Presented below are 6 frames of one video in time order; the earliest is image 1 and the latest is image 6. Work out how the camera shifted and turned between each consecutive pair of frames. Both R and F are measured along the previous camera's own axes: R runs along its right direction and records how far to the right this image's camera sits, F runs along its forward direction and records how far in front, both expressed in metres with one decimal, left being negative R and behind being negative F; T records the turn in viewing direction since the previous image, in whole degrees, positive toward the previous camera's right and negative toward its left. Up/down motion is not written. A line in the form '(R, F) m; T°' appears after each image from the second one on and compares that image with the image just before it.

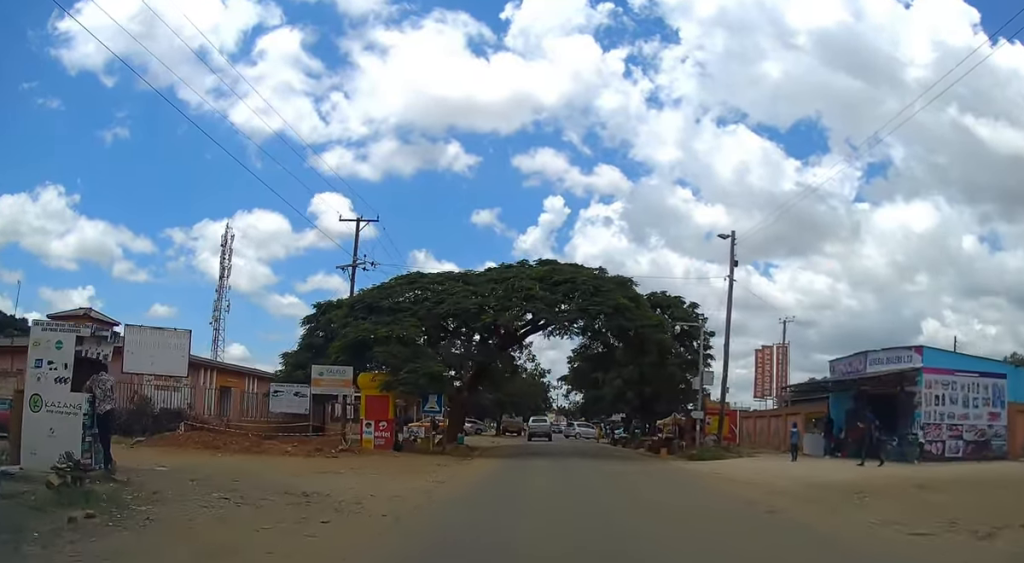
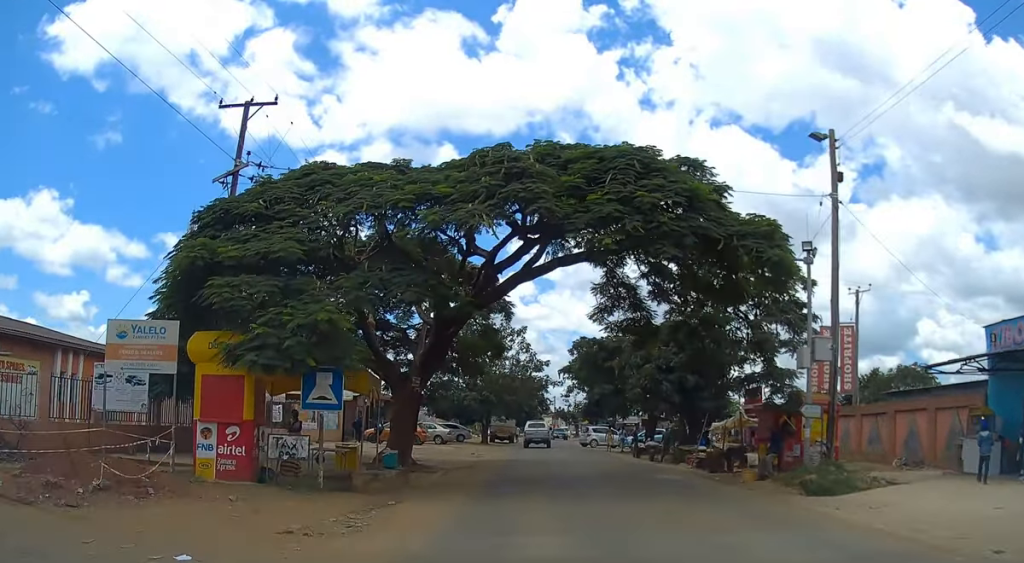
(+0.2, +13.1) m; +2°
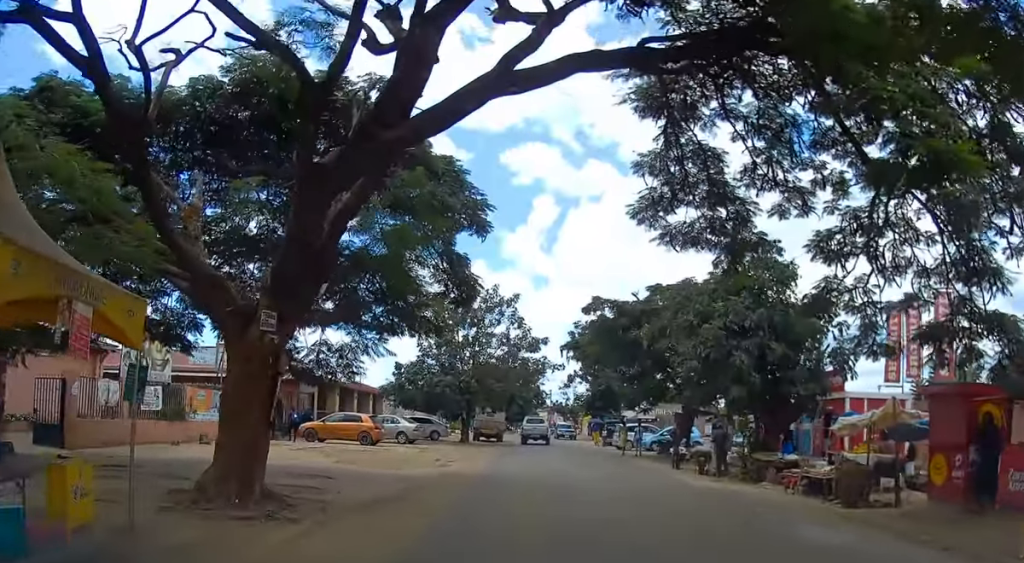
(0.0, +11.7) m; -2°
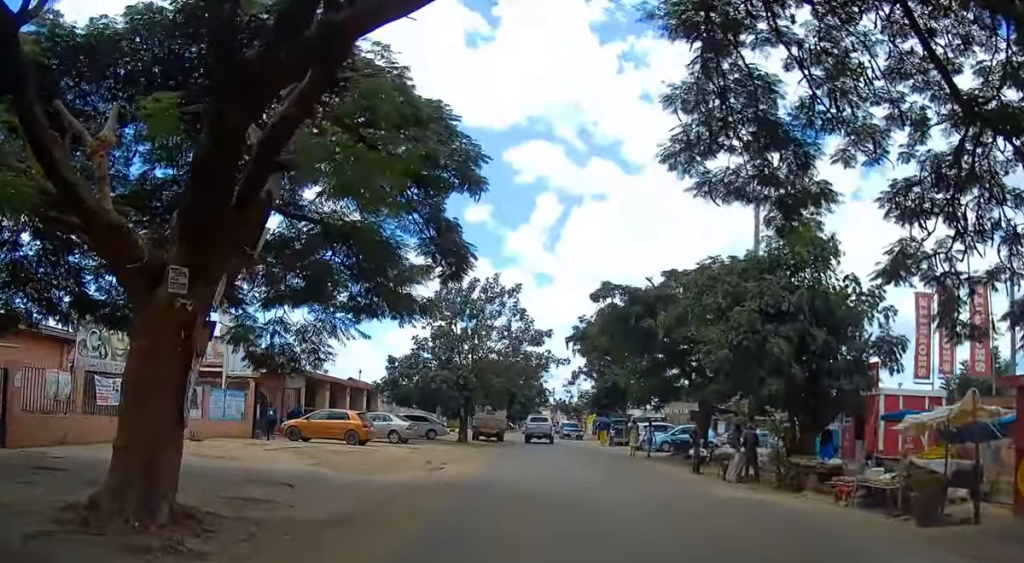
(0.0, +2.8) m; 0°
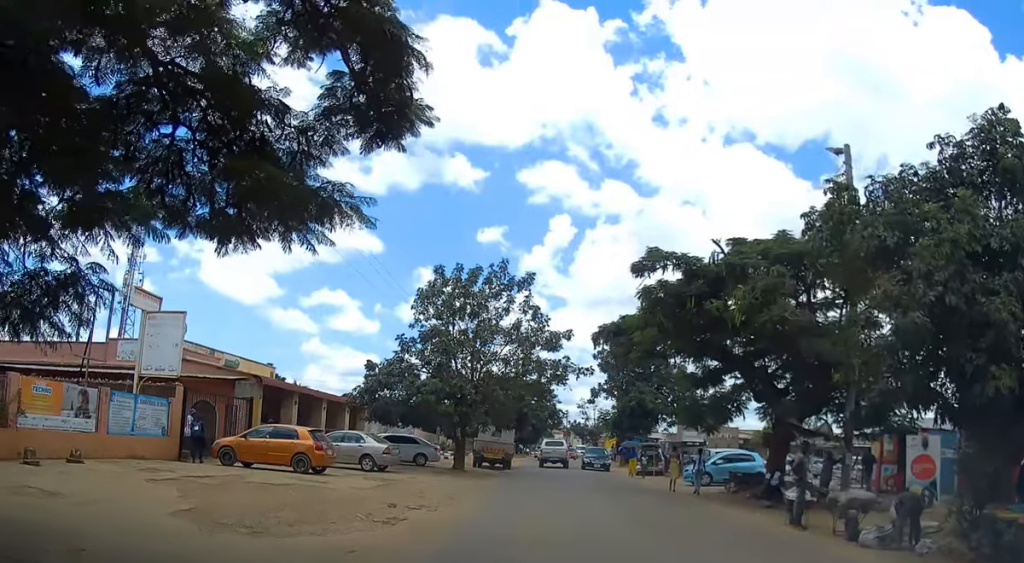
(0.0, +7.9) m; 0°
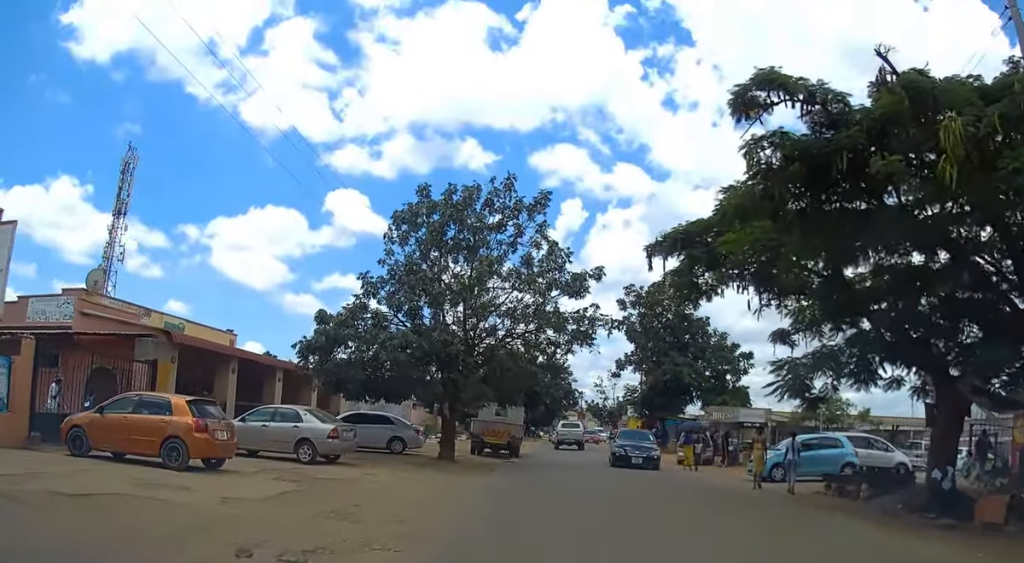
(0.0, +8.8) m; 0°
